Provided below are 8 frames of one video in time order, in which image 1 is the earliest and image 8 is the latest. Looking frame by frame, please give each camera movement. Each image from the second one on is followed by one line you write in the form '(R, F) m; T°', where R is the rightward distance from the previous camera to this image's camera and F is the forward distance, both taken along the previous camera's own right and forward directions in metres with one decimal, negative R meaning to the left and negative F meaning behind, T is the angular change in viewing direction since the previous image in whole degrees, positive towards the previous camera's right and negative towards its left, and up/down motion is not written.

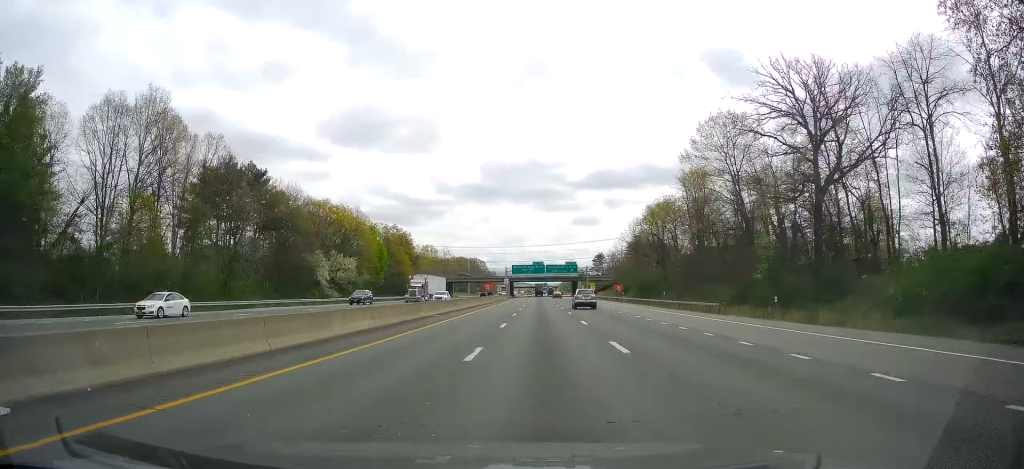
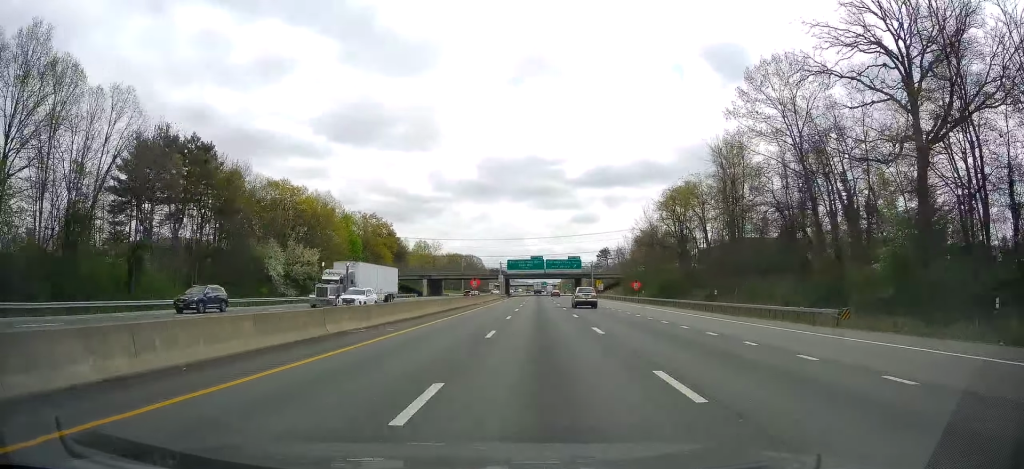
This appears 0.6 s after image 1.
(0.0, +18.7) m; 0°
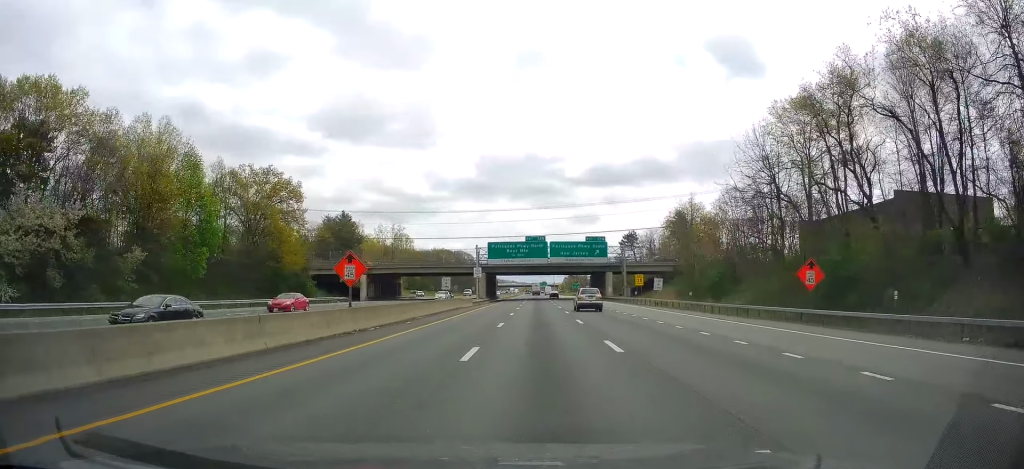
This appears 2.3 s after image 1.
(0.0, +54.3) m; 0°
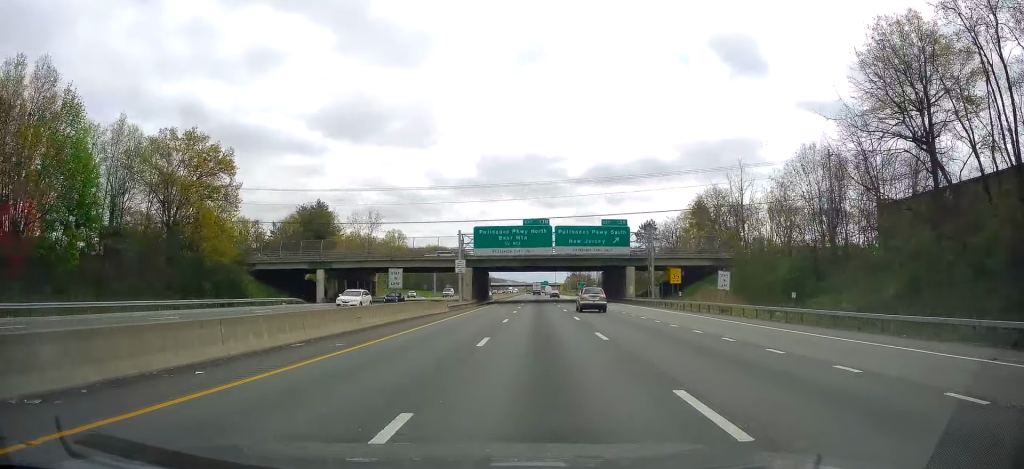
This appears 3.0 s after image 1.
(0.0, +21.0) m; +1°
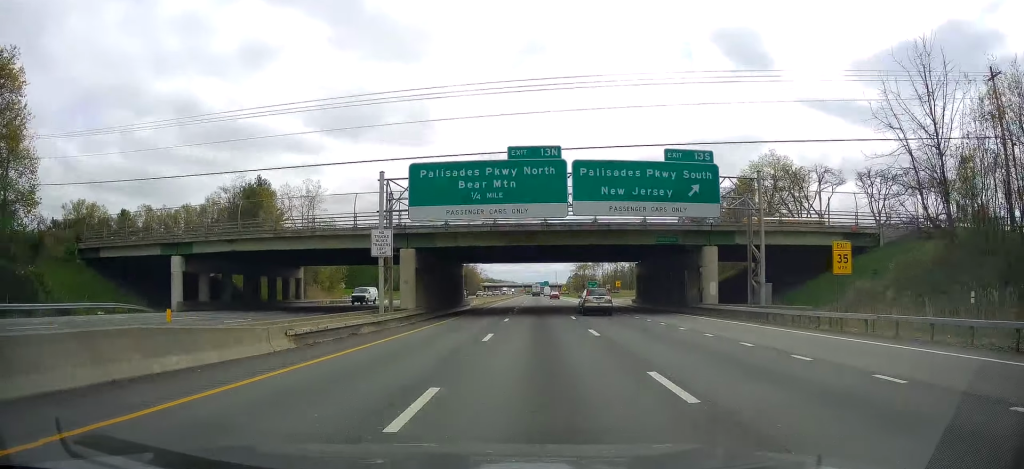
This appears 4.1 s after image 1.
(+0.5, +34.6) m; 0°
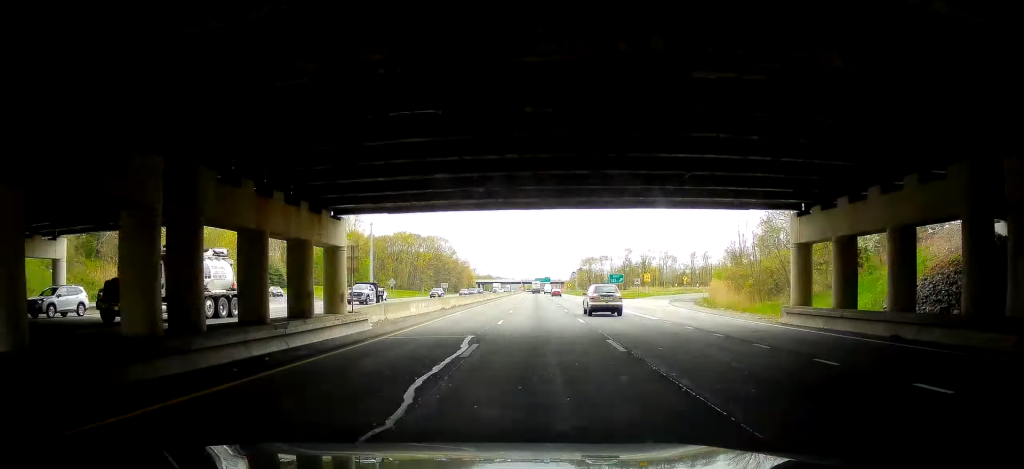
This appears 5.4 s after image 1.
(-0.5, +41.9) m; -1°
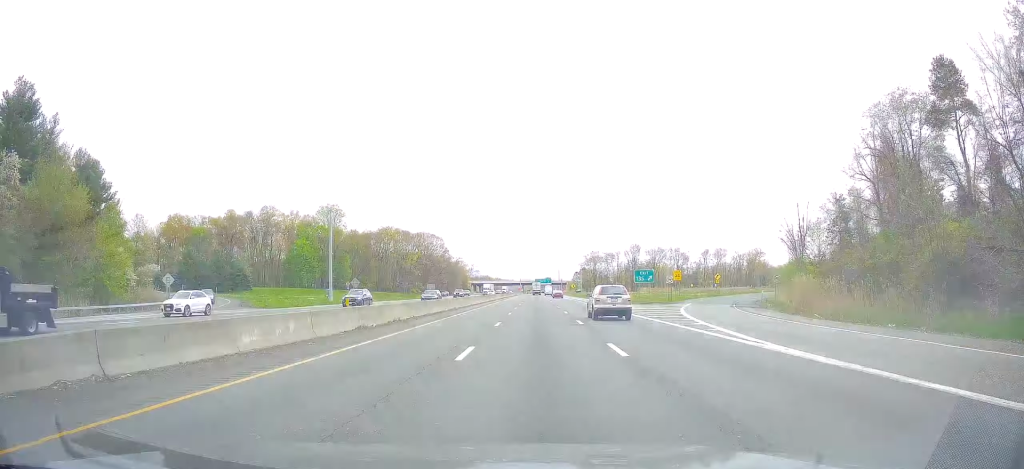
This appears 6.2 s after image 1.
(0.0, +25.2) m; 0°
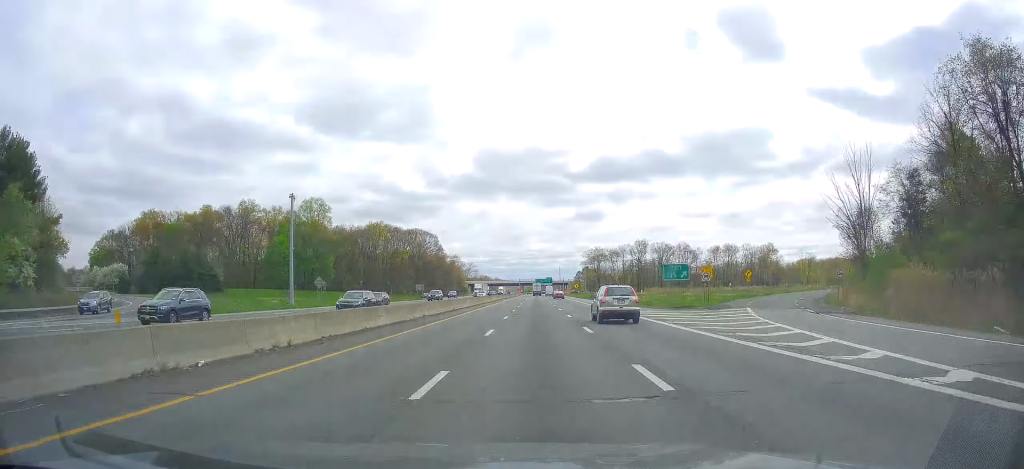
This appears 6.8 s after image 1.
(0.0, +16.9) m; +1°
